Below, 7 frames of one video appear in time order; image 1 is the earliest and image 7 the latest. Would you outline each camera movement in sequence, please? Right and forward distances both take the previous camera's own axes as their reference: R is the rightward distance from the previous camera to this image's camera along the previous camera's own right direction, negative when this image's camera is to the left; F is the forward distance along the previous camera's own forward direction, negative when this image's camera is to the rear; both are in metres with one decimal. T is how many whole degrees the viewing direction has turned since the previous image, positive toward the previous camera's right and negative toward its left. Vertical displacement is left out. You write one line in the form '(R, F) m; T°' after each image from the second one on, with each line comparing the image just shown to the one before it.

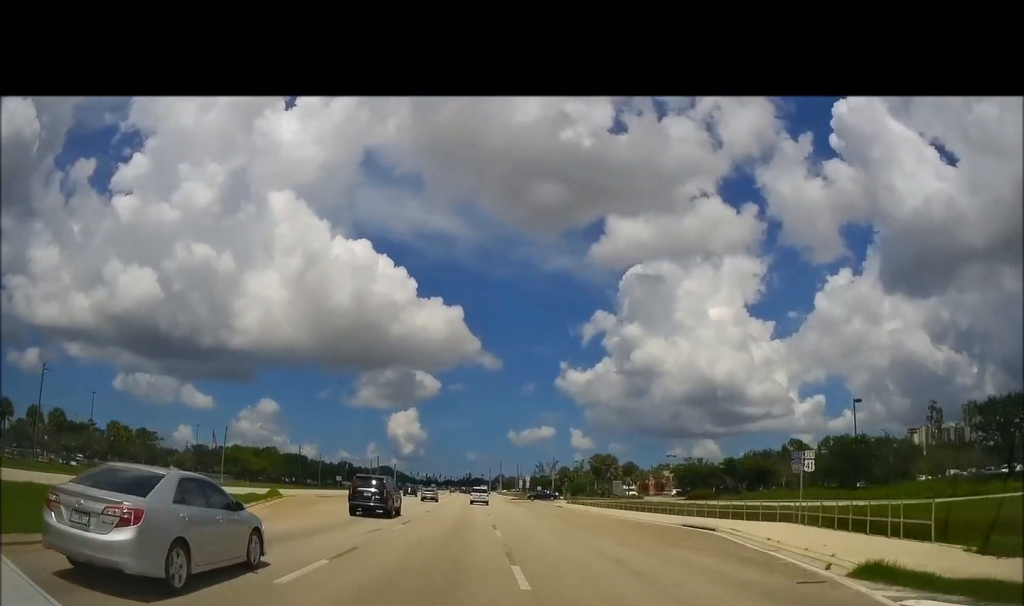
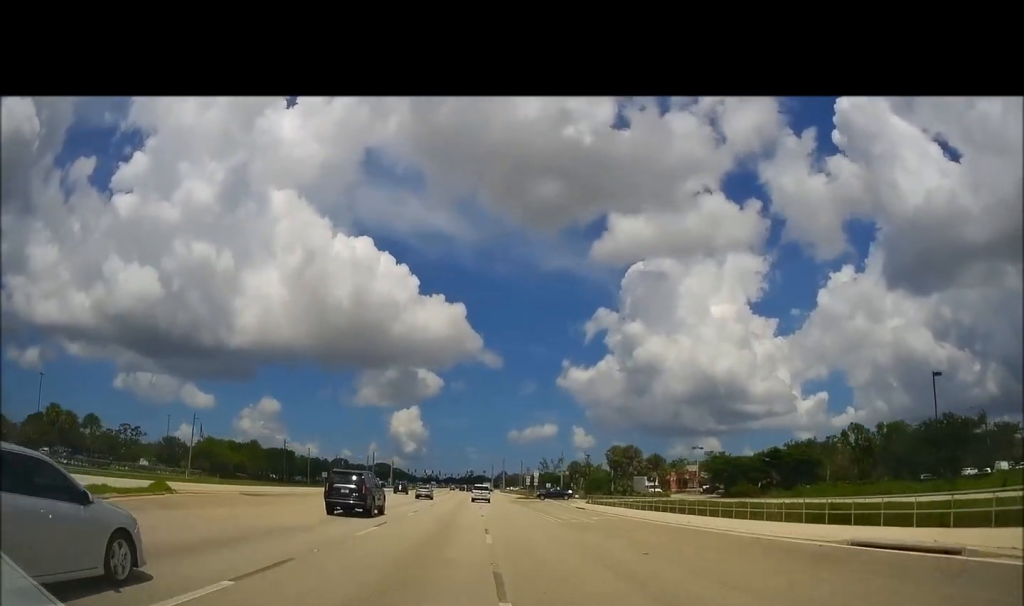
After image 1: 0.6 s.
(+0.3, +15.7) m; 0°
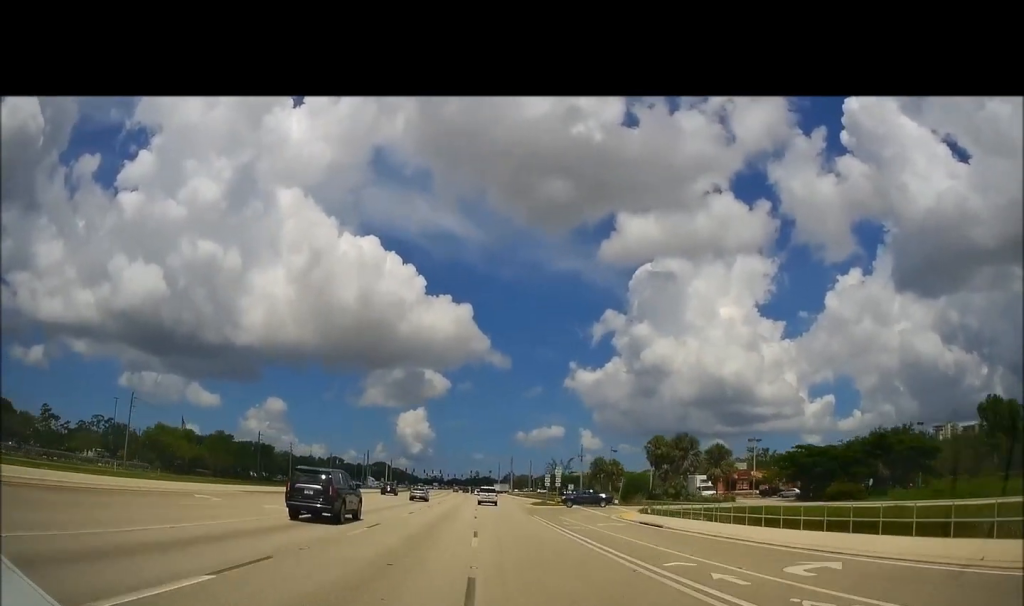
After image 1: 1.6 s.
(-0.5, +23.4) m; 0°
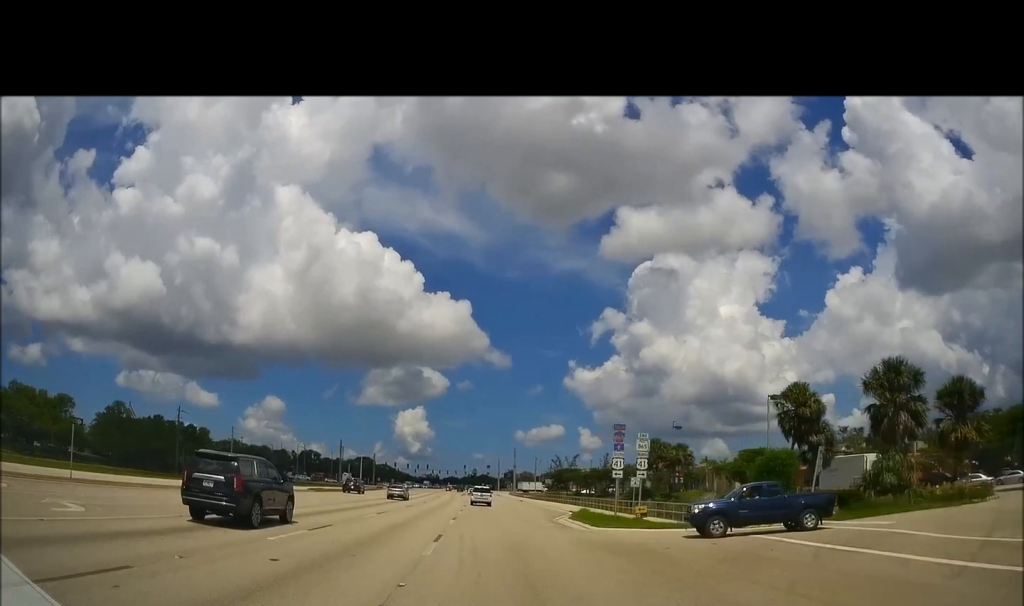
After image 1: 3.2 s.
(+0.2, +40.6) m; 0°
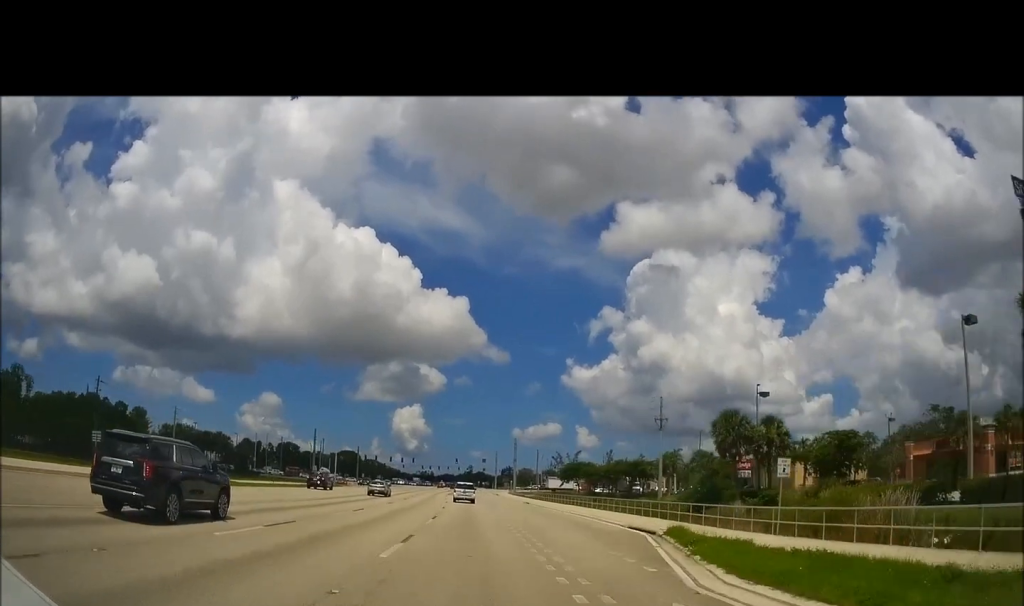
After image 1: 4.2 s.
(+0.1, +26.2) m; 0°
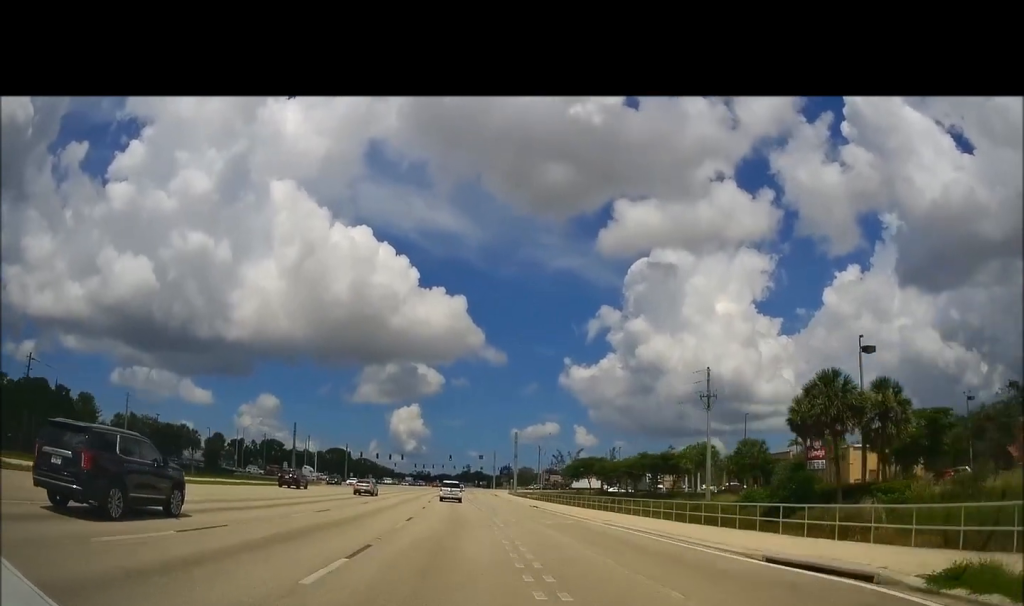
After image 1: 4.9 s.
(0.0, +16.7) m; 0°
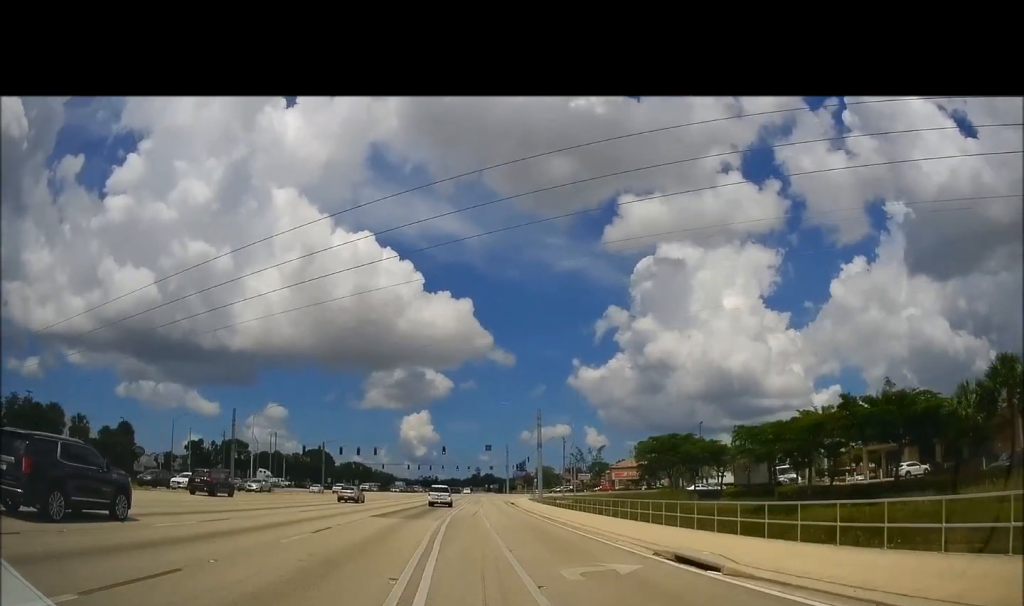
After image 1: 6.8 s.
(+0.1, +45.5) m; 0°
